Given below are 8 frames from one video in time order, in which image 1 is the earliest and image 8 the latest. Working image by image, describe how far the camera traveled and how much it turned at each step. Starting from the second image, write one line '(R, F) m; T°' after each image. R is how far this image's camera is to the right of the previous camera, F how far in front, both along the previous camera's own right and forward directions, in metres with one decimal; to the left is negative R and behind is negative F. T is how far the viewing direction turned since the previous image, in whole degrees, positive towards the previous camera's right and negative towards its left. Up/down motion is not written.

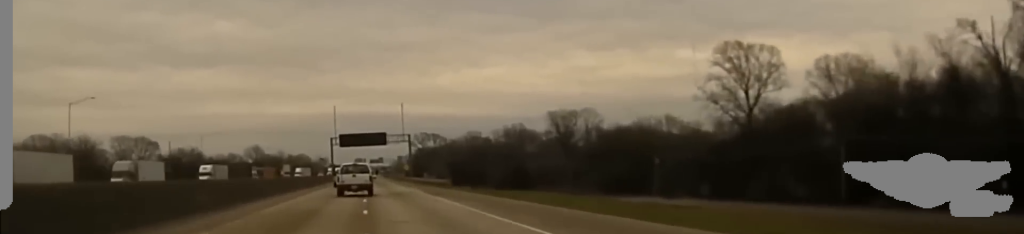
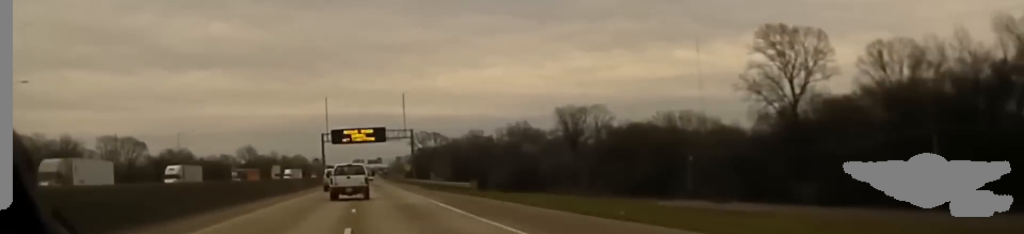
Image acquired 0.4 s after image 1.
(-0.1, +20.3) m; 0°
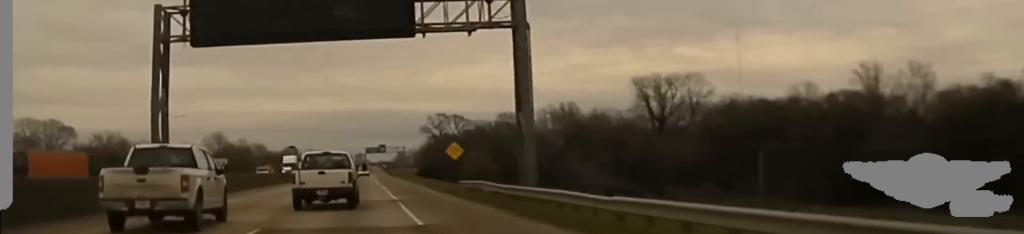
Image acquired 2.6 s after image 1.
(-0.3, +107.7) m; -1°
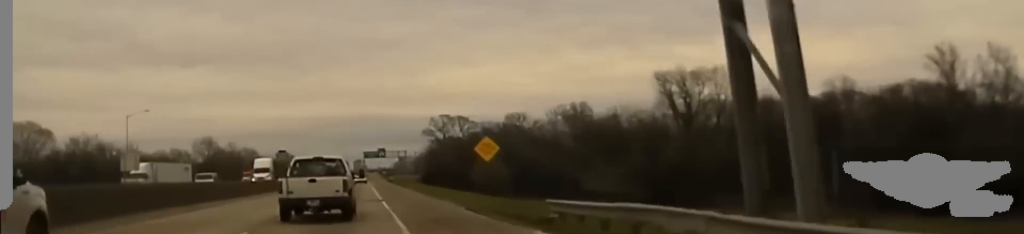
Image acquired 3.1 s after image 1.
(+0.1, +21.4) m; 0°
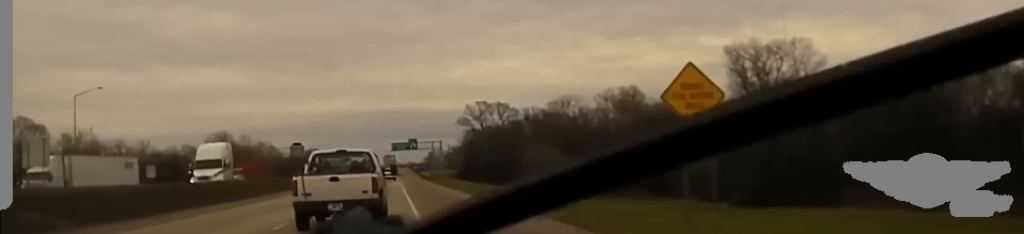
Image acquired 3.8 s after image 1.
(0.0, +30.3) m; 0°
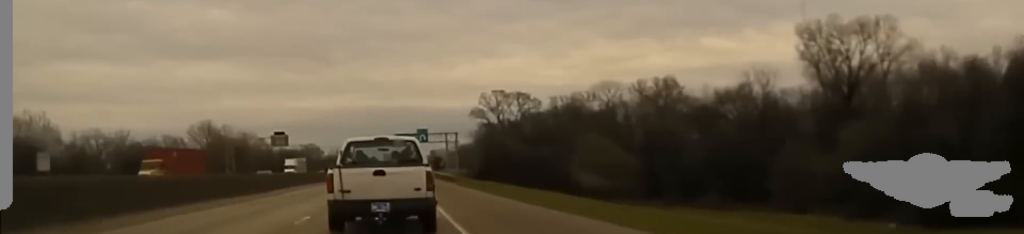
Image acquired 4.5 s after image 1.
(-0.1, +34.7) m; -1°
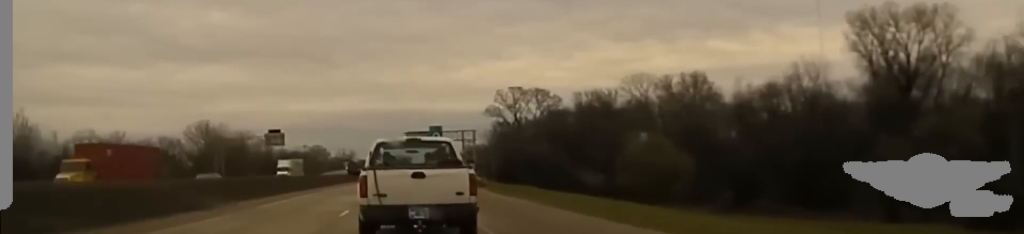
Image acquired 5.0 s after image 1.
(-0.2, +19.7) m; -1°
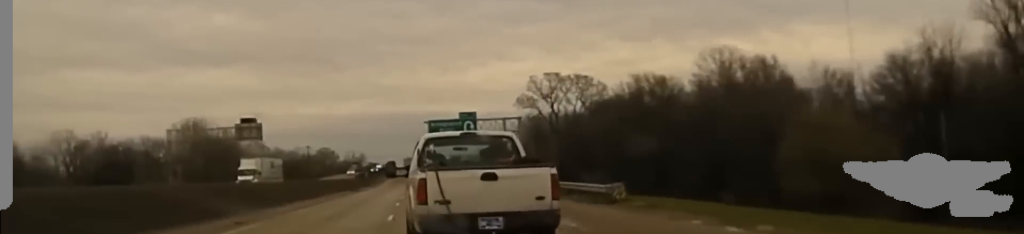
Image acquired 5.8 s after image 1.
(-0.3, +38.5) m; 0°
